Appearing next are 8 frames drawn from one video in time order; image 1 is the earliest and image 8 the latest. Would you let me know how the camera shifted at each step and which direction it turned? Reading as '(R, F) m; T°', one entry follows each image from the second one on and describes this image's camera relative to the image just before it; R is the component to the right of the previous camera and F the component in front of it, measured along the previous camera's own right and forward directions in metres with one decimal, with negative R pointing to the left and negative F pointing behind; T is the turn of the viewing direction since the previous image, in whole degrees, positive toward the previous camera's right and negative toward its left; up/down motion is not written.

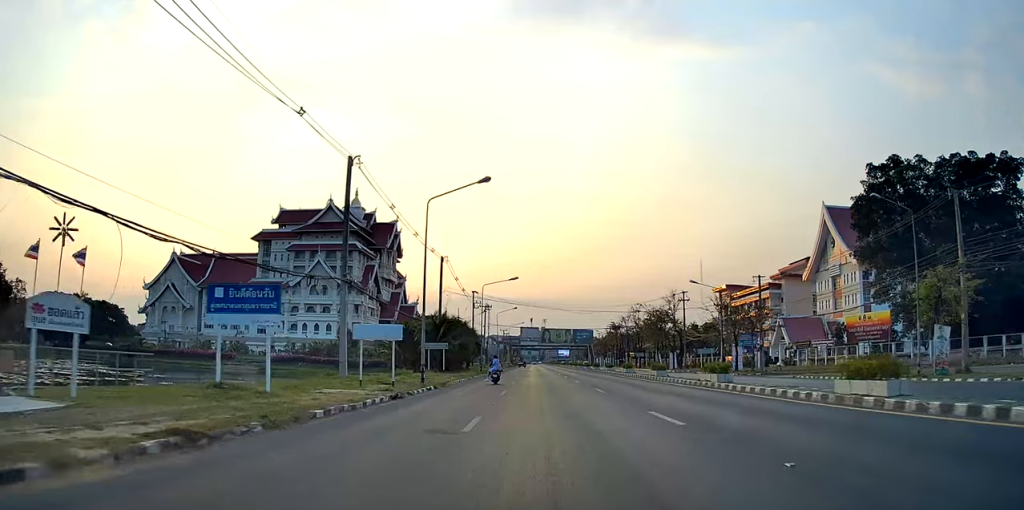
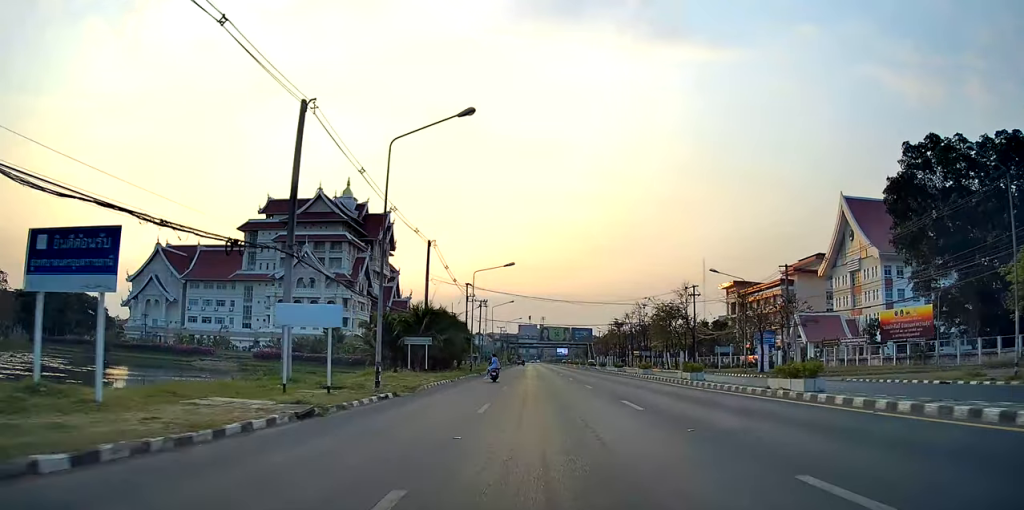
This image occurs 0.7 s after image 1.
(-0.3, +8.4) m; 0°
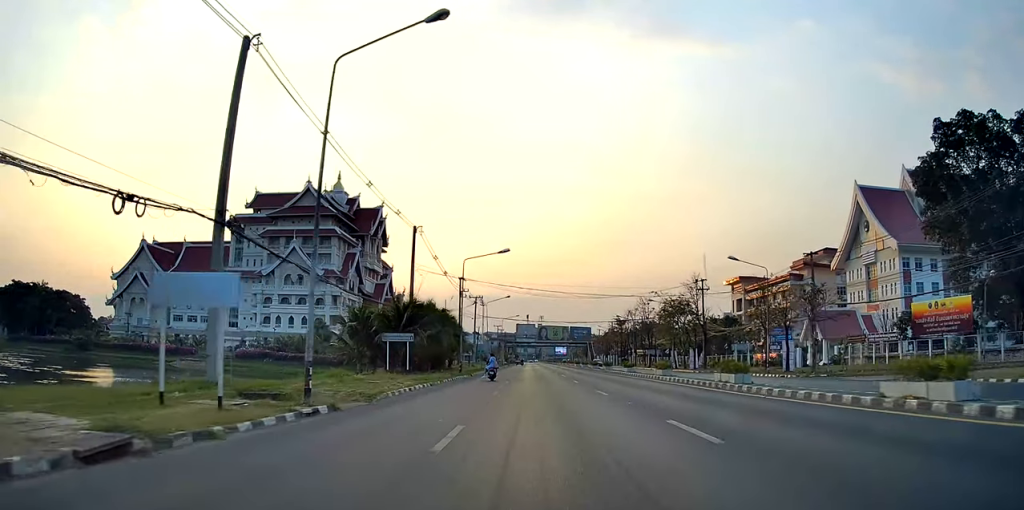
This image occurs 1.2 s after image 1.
(0.0, +6.7) m; 0°
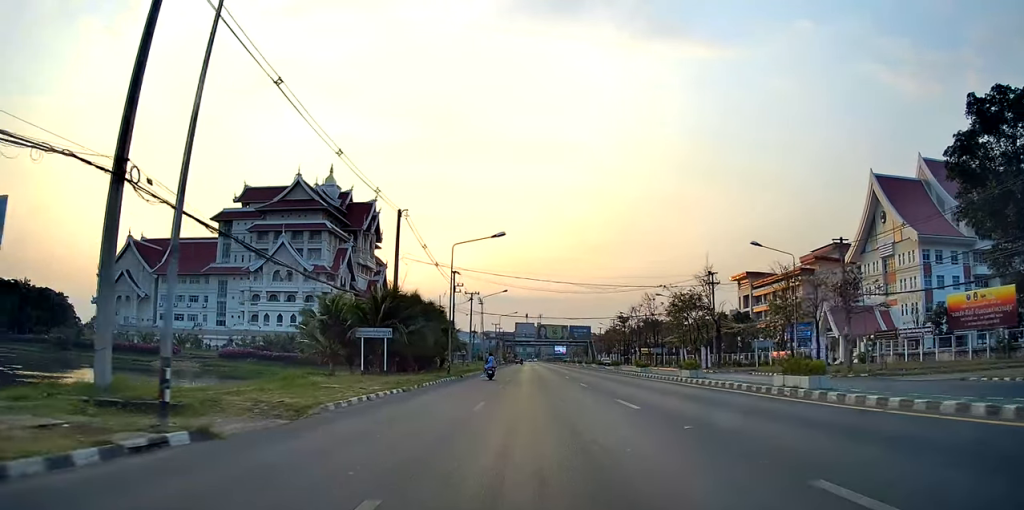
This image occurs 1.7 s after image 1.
(+0.3, +6.2) m; 0°
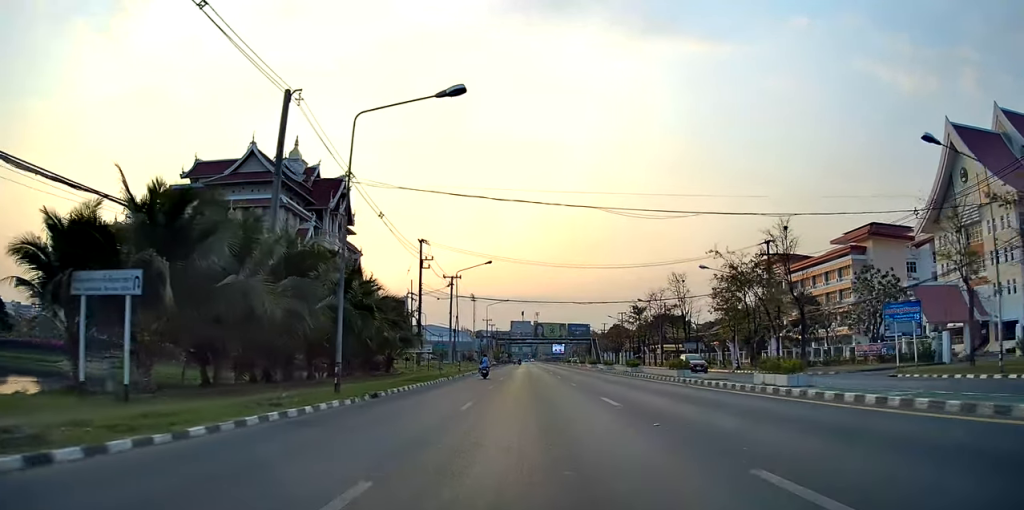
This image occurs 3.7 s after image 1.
(-0.1, +24.3) m; +1°
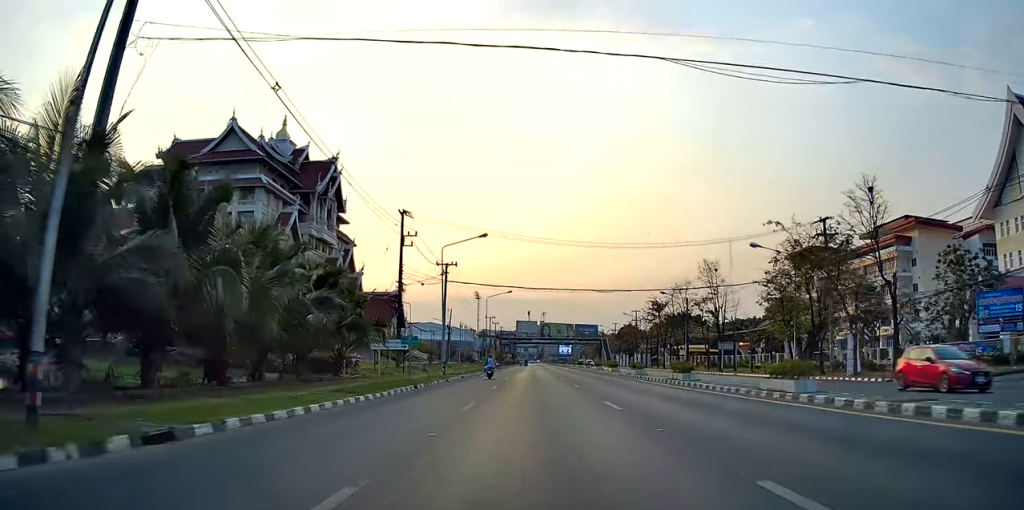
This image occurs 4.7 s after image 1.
(+0.1, +12.5) m; -1°
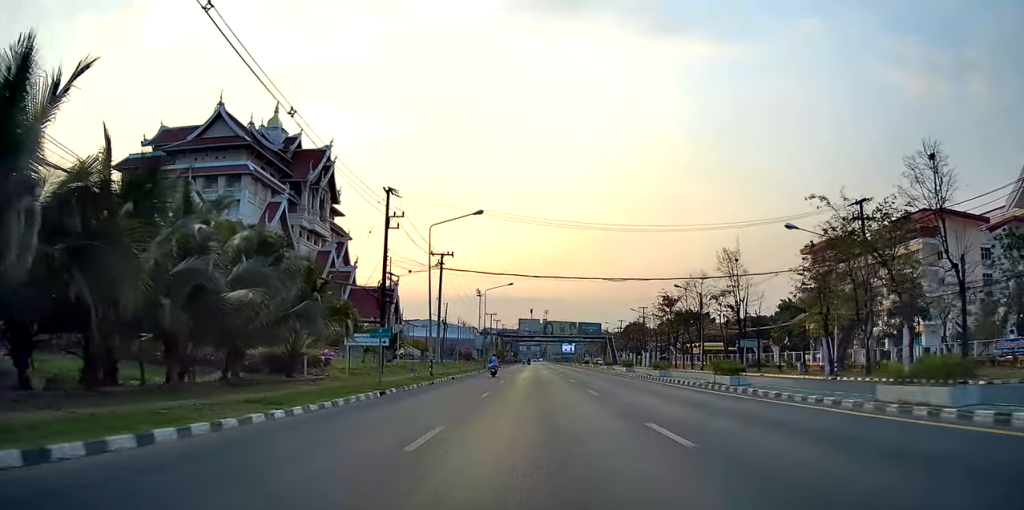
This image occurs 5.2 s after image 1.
(-0.1, +6.5) m; -1°
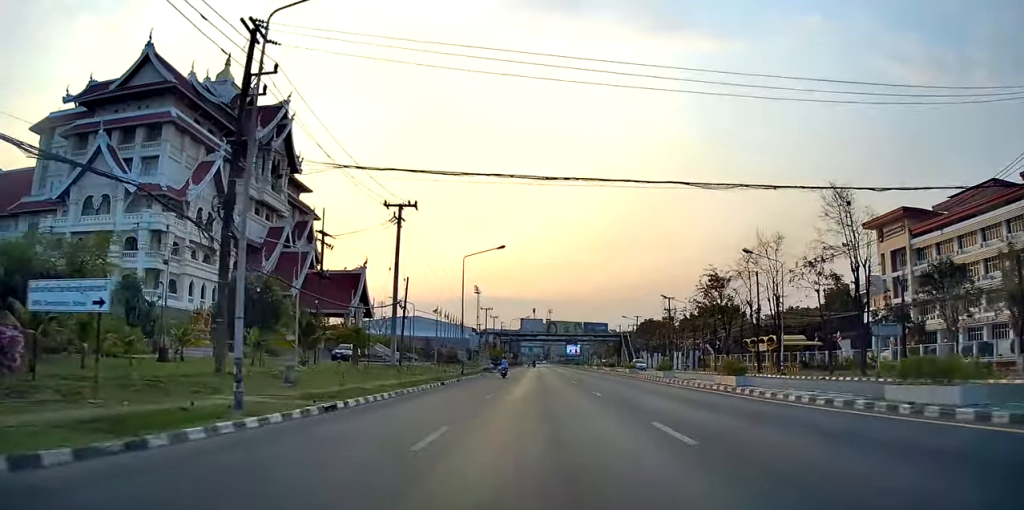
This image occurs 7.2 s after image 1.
(+0.3, +24.6) m; +1°
